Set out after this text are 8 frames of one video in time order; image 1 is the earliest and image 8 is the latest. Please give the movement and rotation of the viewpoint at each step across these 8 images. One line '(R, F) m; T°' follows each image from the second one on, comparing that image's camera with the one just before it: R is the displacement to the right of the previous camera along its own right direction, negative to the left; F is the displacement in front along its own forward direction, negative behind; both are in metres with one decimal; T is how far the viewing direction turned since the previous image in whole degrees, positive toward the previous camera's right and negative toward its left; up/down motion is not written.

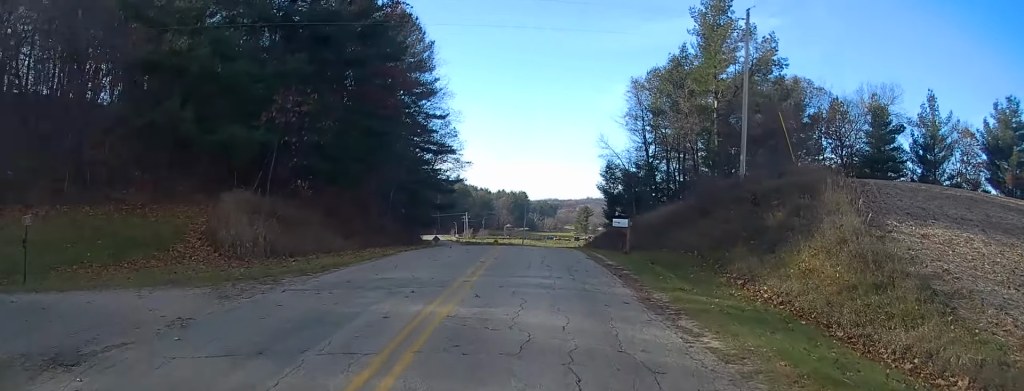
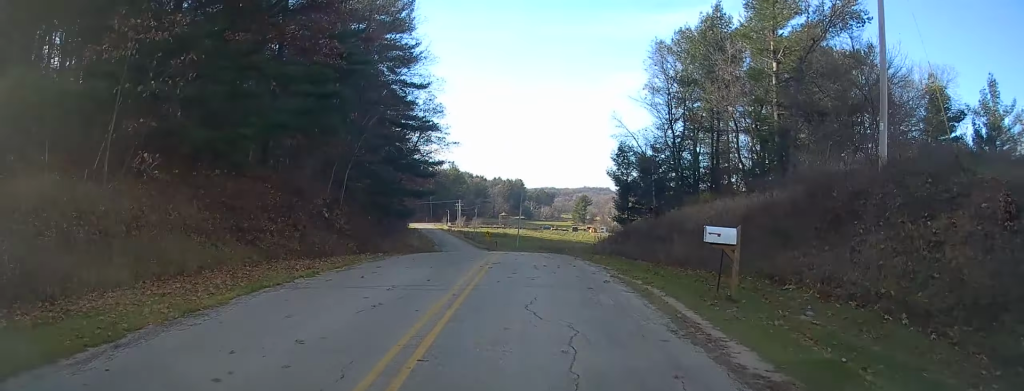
(+0.8, +13.0) m; 0°
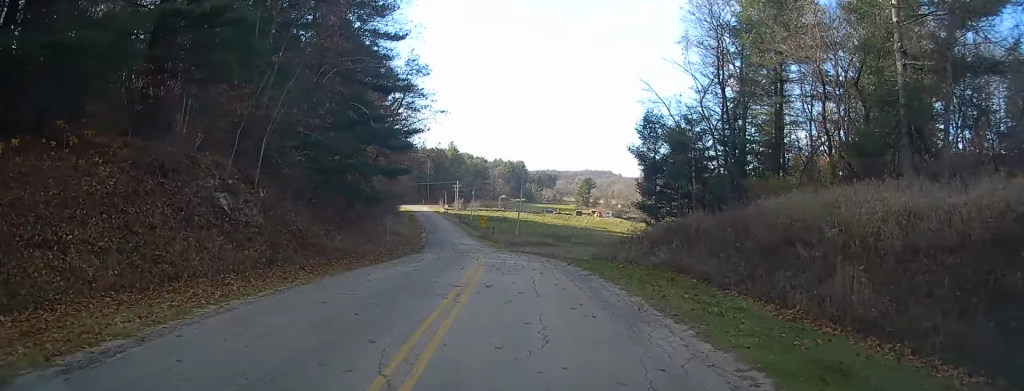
(-0.7, +13.8) m; -2°
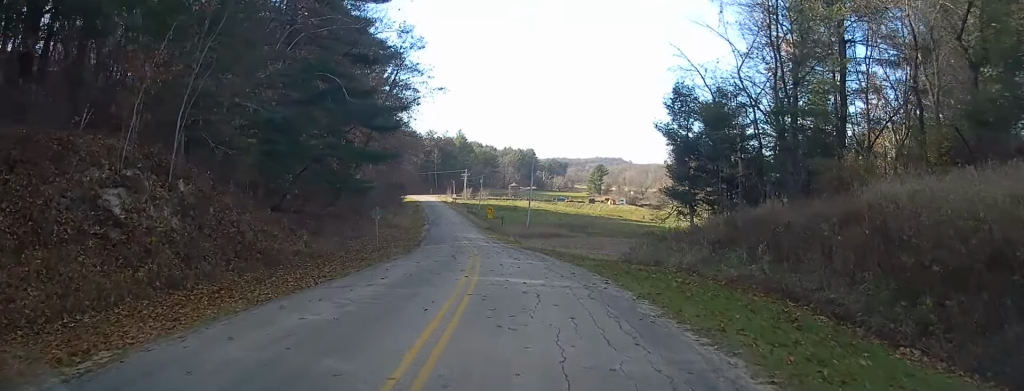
(+0.1, +8.1) m; 0°
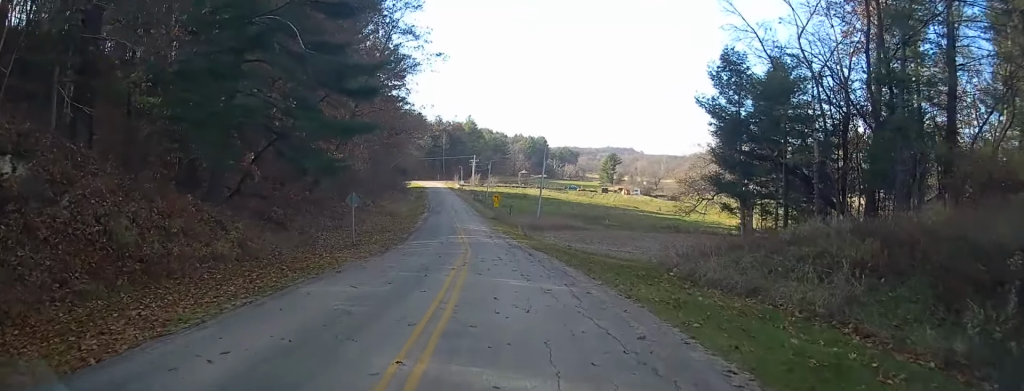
(+0.2, +9.0) m; 0°
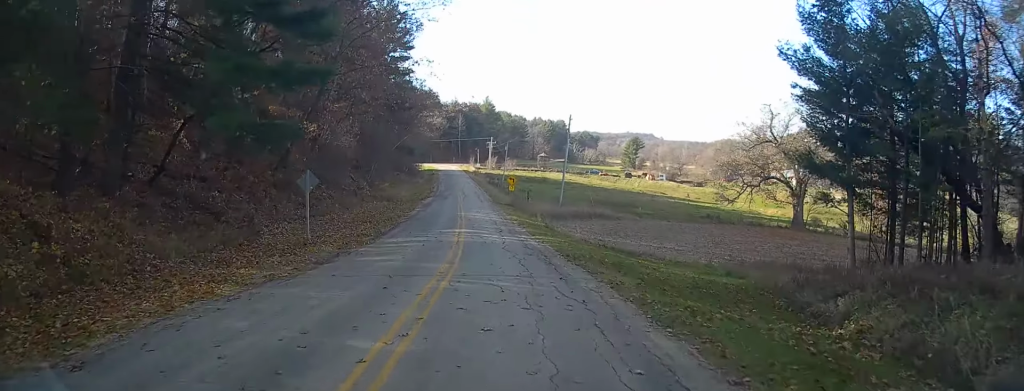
(-0.3, +11.1) m; -3°
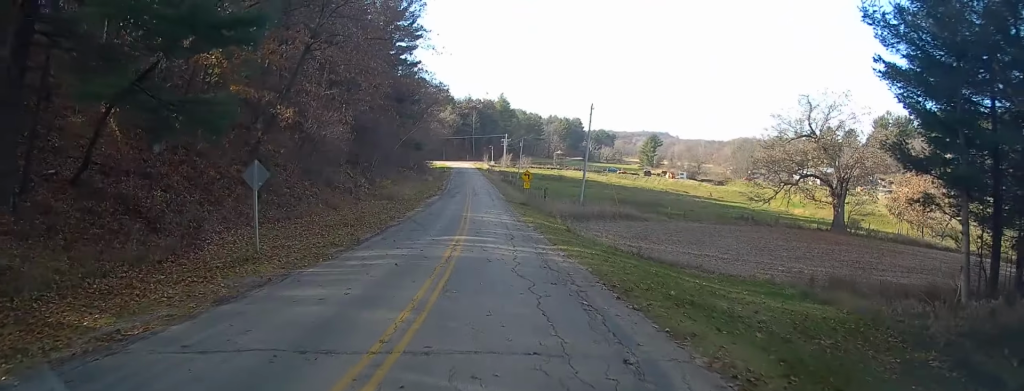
(-0.1, +6.9) m; -2°
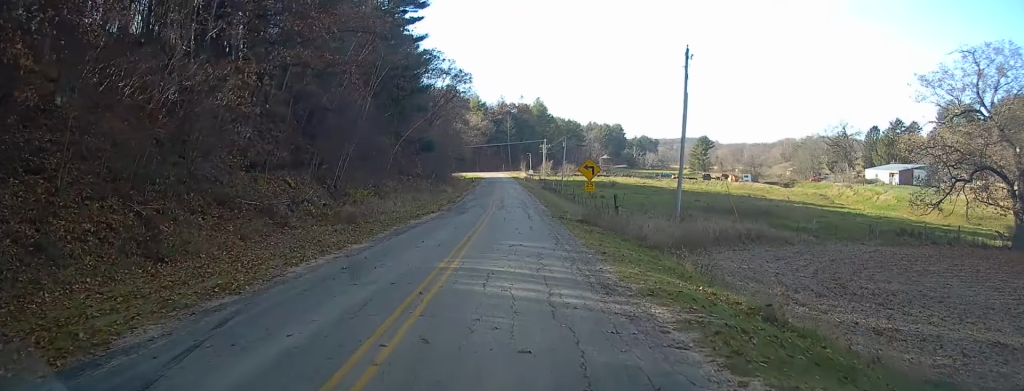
(-1.1, +24.7) m; -2°
